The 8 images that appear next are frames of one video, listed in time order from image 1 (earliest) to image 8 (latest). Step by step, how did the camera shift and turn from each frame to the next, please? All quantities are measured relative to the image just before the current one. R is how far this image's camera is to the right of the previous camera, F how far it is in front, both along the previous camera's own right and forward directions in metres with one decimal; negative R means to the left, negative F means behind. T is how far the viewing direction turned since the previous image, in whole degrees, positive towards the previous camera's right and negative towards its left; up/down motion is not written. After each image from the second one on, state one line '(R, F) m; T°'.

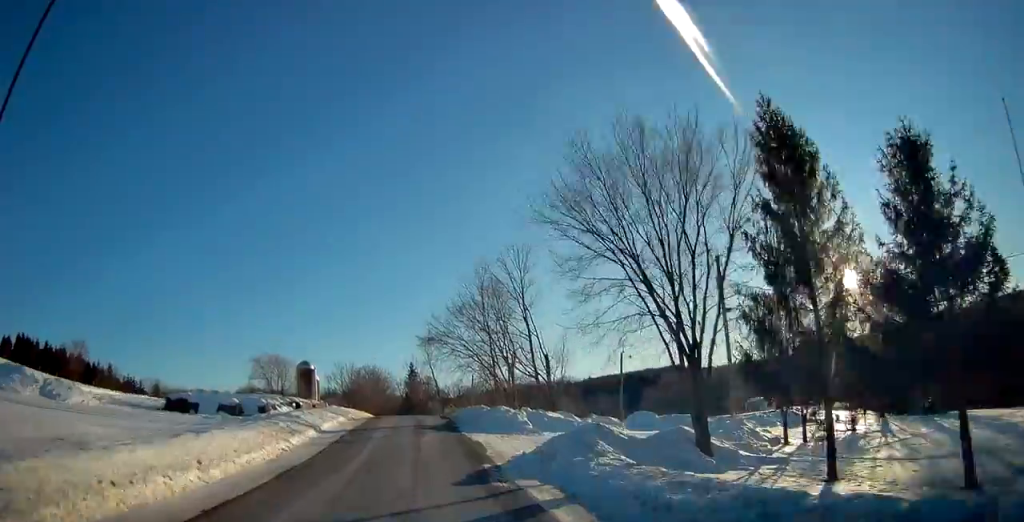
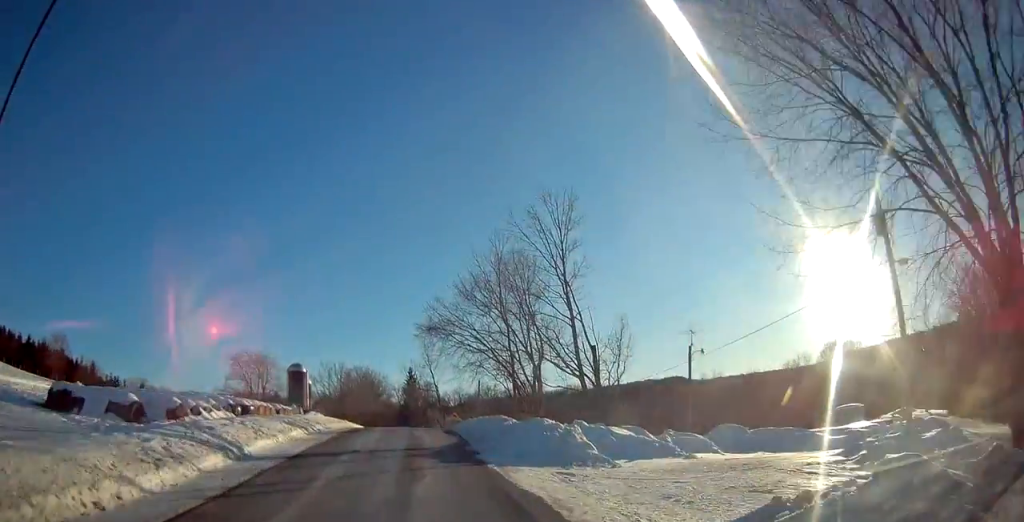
(-0.2, +12.7) m; -1°
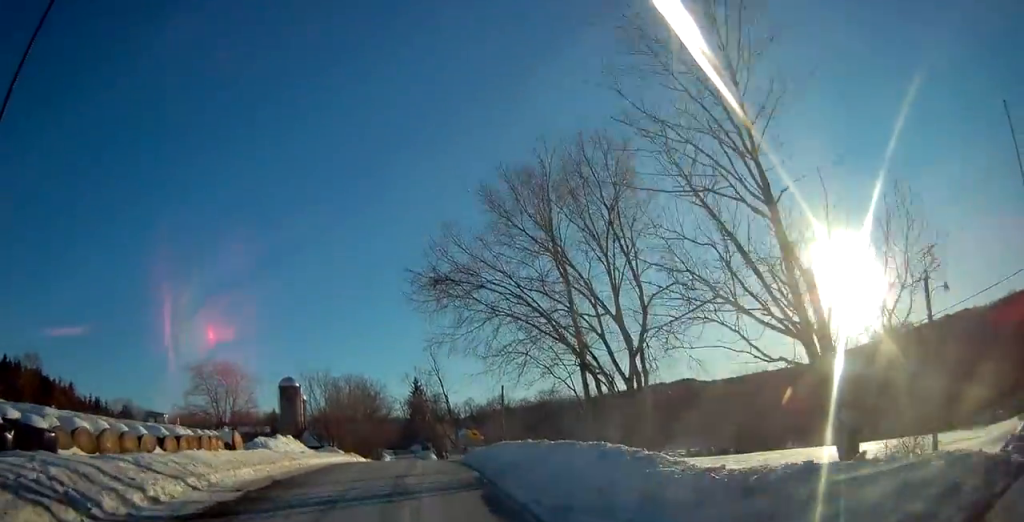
(0.0, +19.0) m; 0°
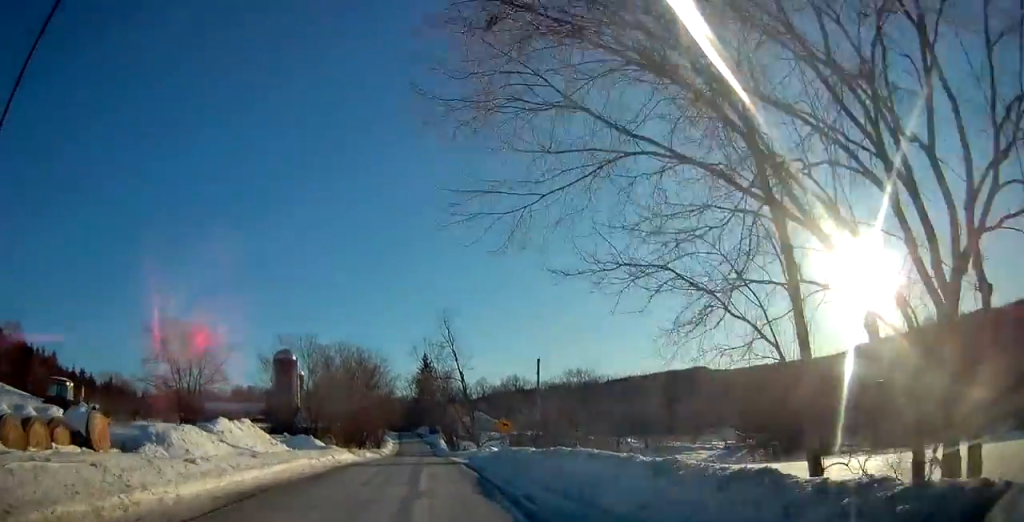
(0.0, +15.5) m; -1°
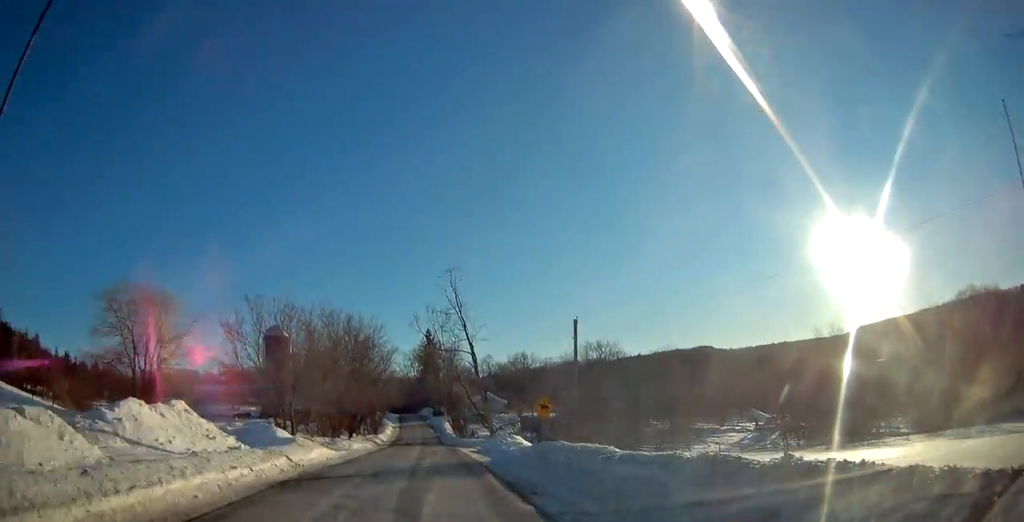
(-0.1, +11.4) m; -1°
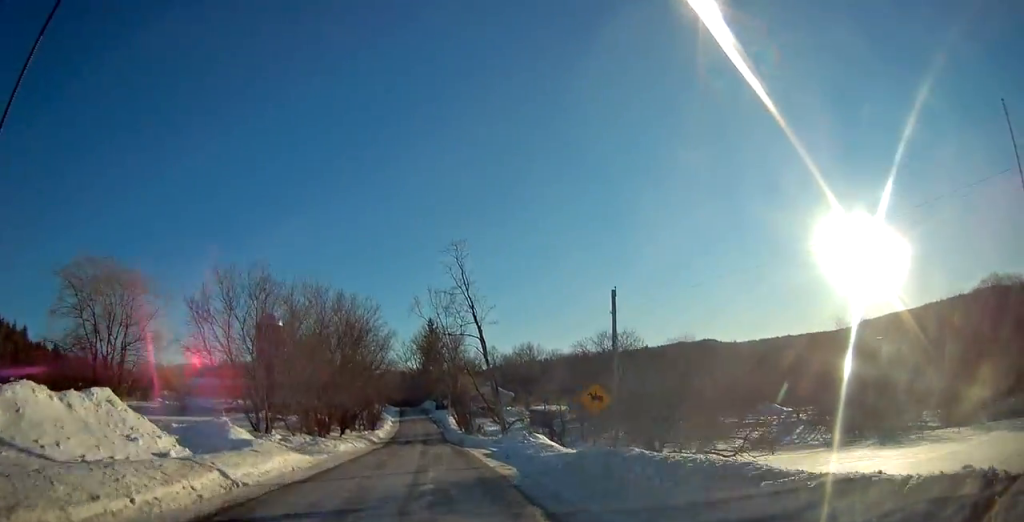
(-0.1, +7.4) m; -1°
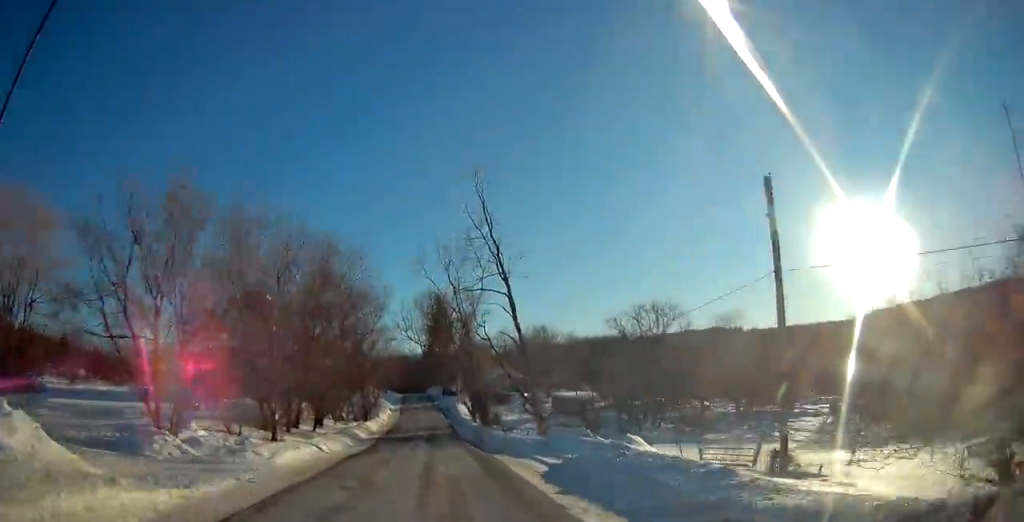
(-0.1, +14.3) m; 0°
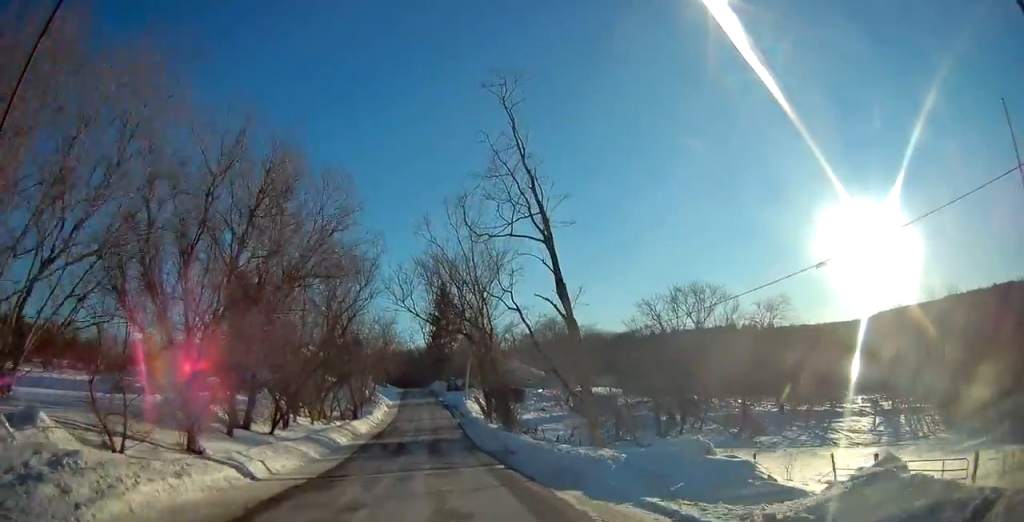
(0.0, +11.1) m; 0°
